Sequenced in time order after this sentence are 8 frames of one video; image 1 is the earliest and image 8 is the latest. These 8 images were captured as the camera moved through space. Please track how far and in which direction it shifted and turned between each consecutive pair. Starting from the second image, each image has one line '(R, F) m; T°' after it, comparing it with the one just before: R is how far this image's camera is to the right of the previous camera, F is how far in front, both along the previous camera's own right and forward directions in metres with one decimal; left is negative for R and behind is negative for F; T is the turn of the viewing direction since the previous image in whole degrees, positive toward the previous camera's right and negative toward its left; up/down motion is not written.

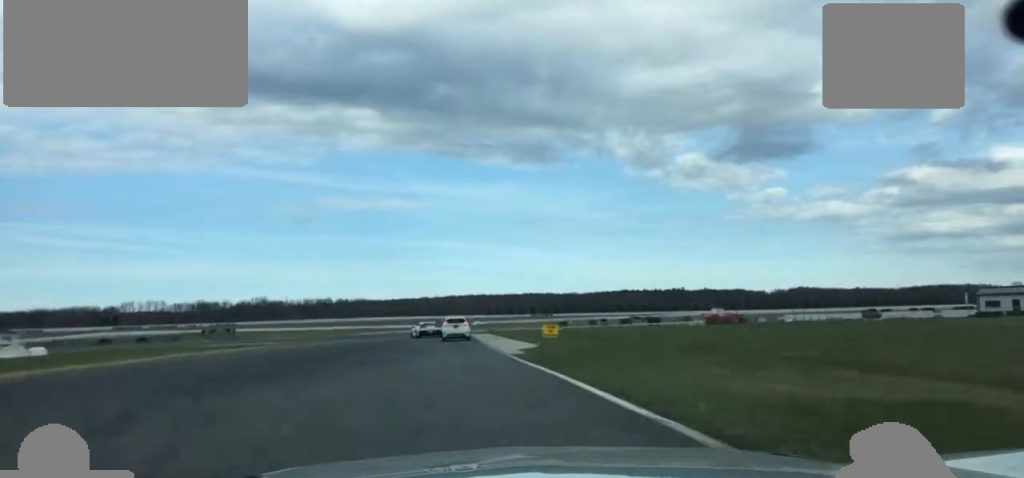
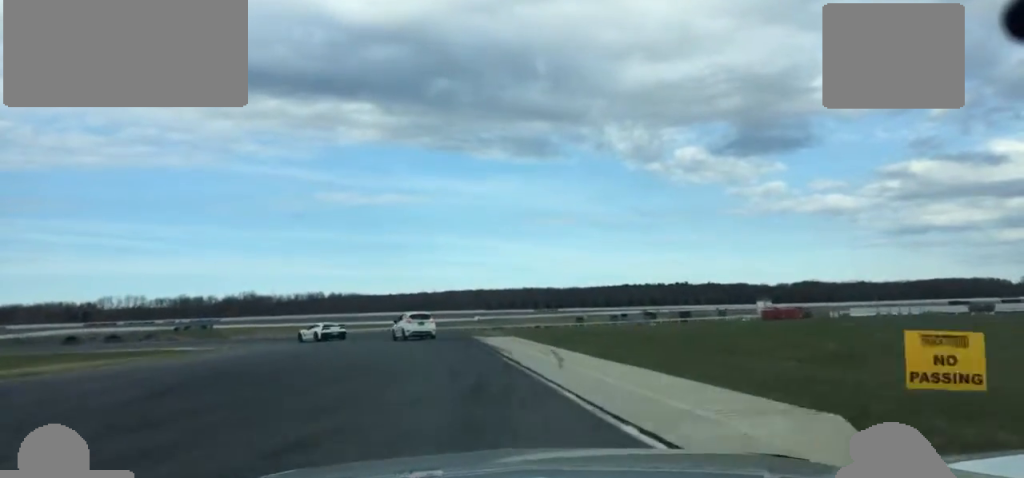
(0.0, +27.1) m; -1°
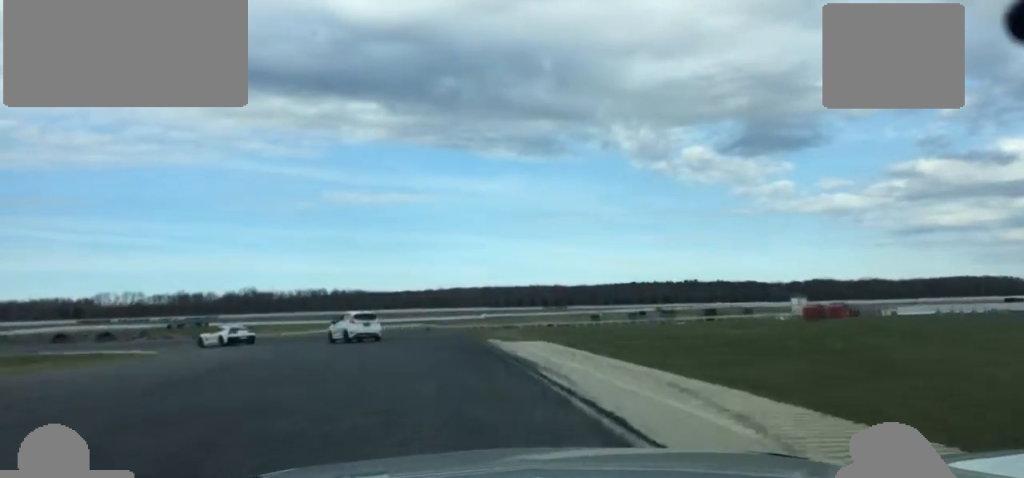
(+0.4, +12.3) m; -2°
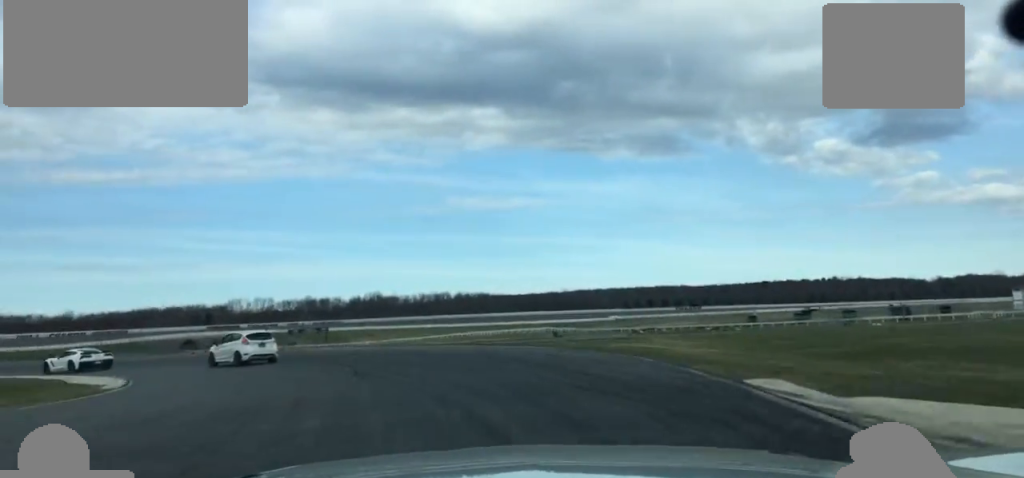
(-1.3, +22.8) m; -7°
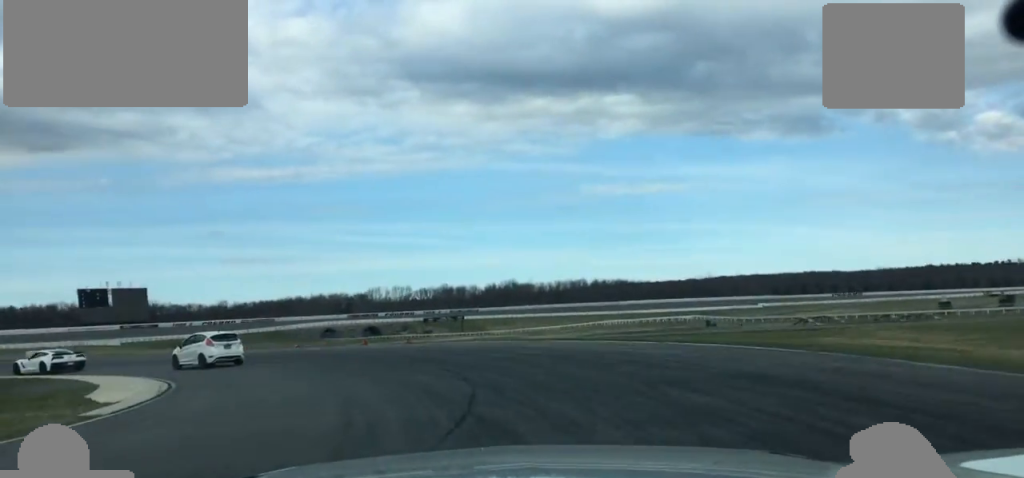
(-0.3, +12.6) m; -6°
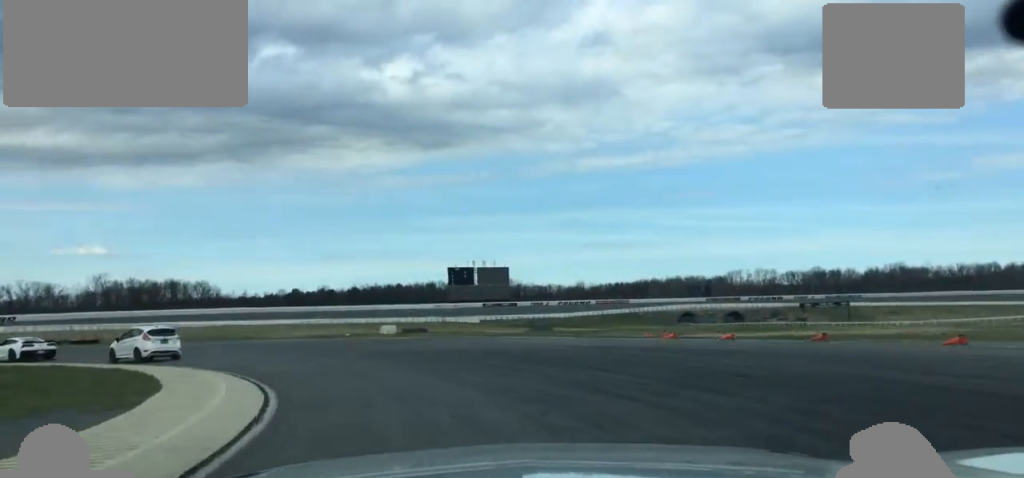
(-4.1, +25.1) m; -27°
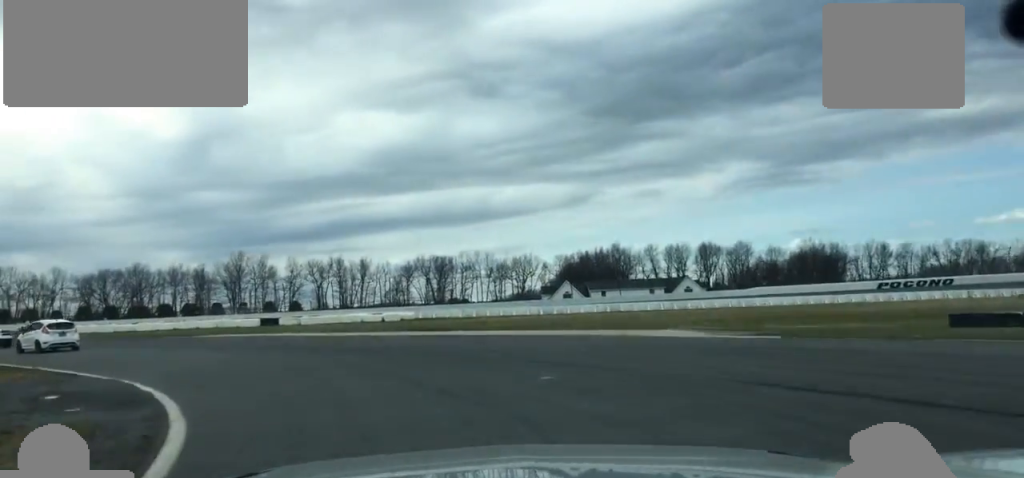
(-25.7, +51.2) m; -56°
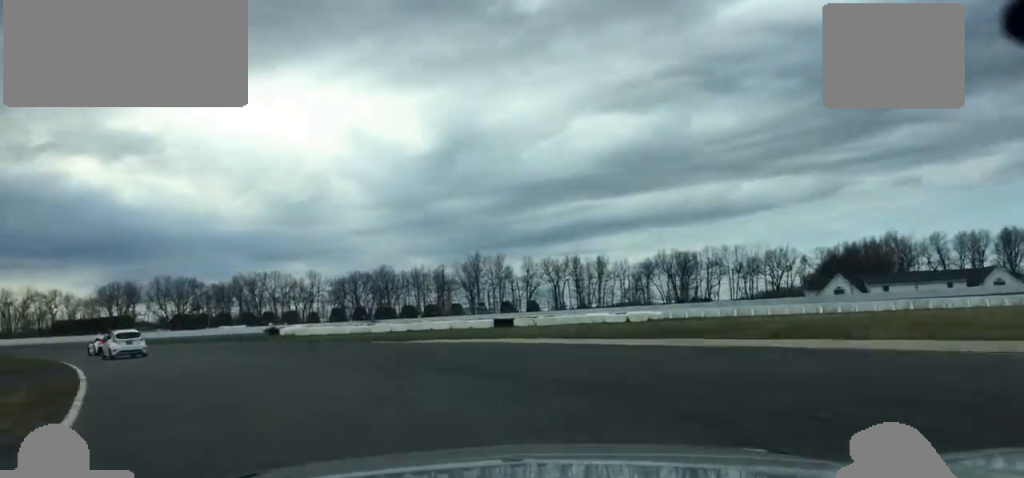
(-4.1, +14.3) m; -16°
